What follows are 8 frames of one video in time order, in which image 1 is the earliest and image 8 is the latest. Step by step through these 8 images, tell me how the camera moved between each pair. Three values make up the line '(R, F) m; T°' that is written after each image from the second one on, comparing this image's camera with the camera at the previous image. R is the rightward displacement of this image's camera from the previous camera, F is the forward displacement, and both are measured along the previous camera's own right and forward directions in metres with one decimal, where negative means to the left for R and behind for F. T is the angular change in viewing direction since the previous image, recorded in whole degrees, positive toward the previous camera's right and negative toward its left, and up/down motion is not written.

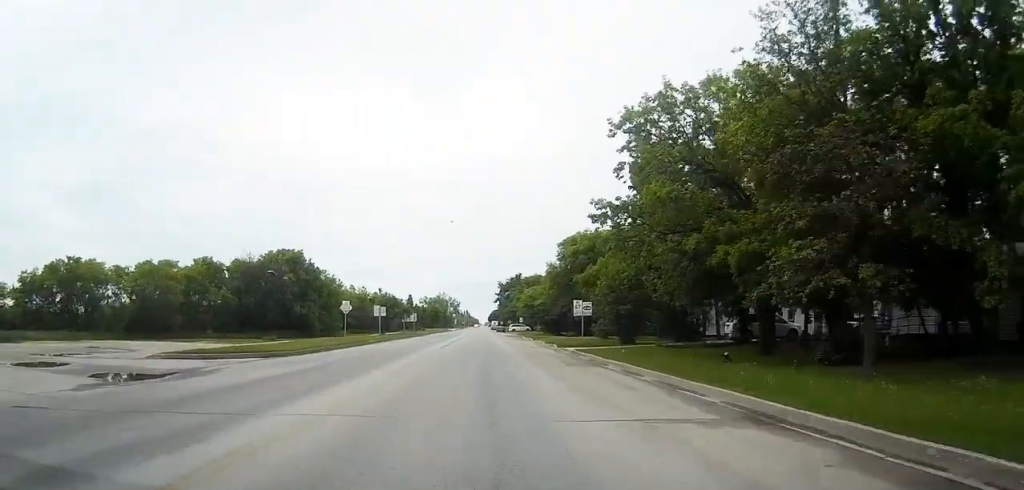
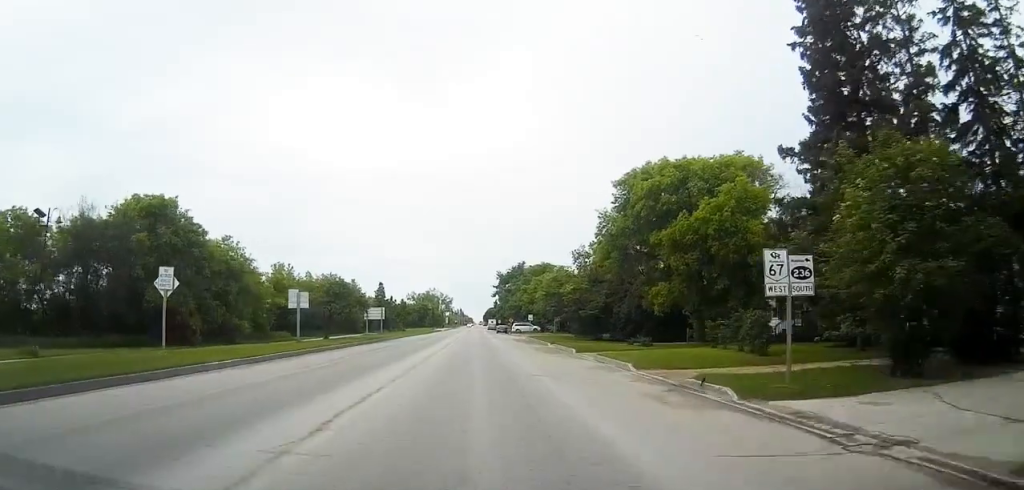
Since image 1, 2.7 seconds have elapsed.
(-0.5, +35.9) m; -1°
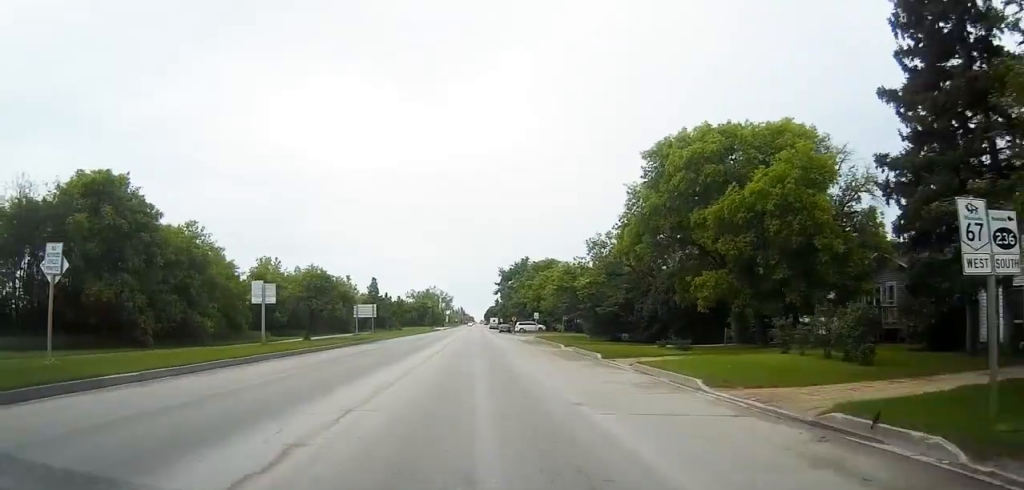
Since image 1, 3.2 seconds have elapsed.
(0.0, +7.9) m; 0°
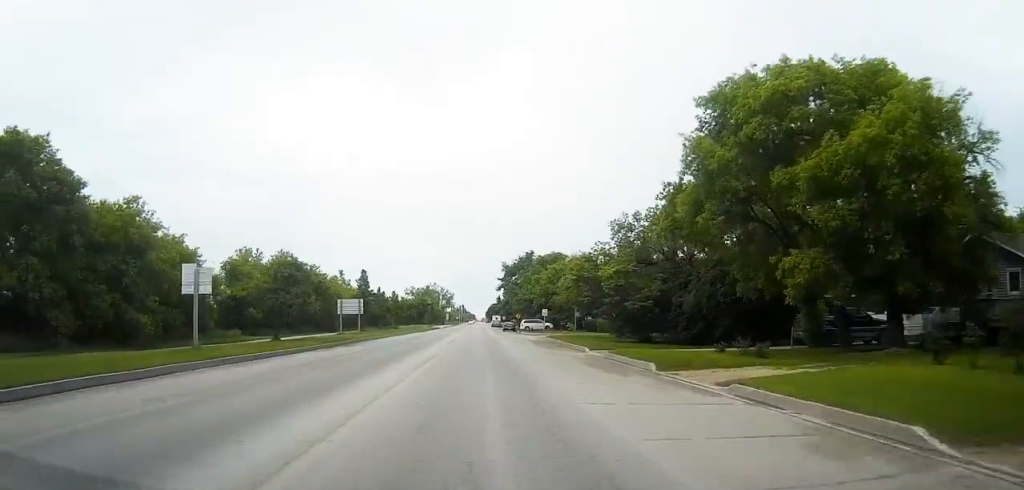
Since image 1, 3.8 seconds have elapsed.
(0.0, +9.5) m; 0°
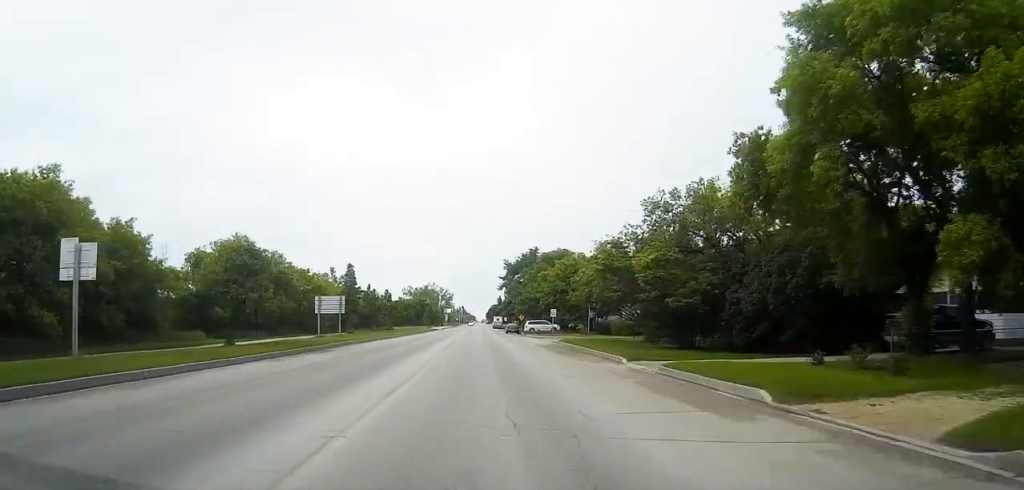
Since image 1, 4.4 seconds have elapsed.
(0.0, +9.3) m; +1°
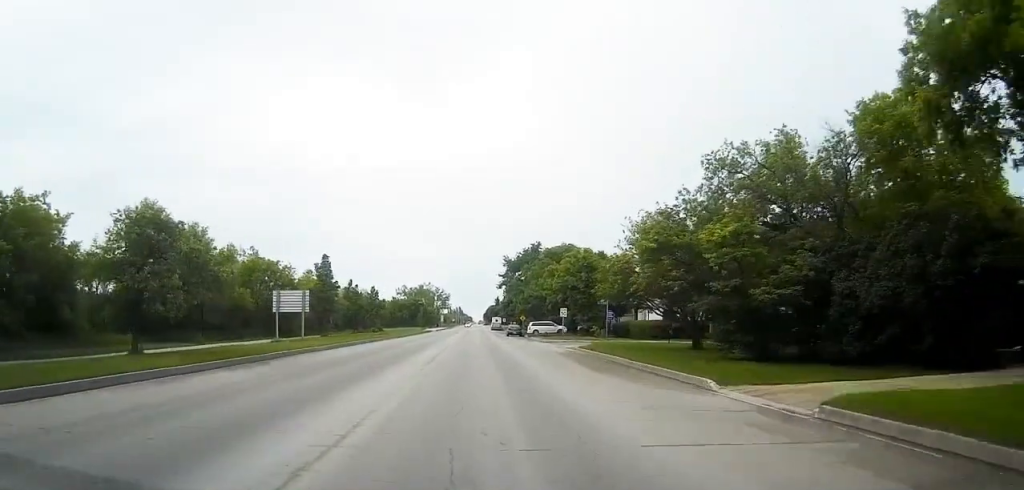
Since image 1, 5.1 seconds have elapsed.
(0.0, +10.9) m; +1°
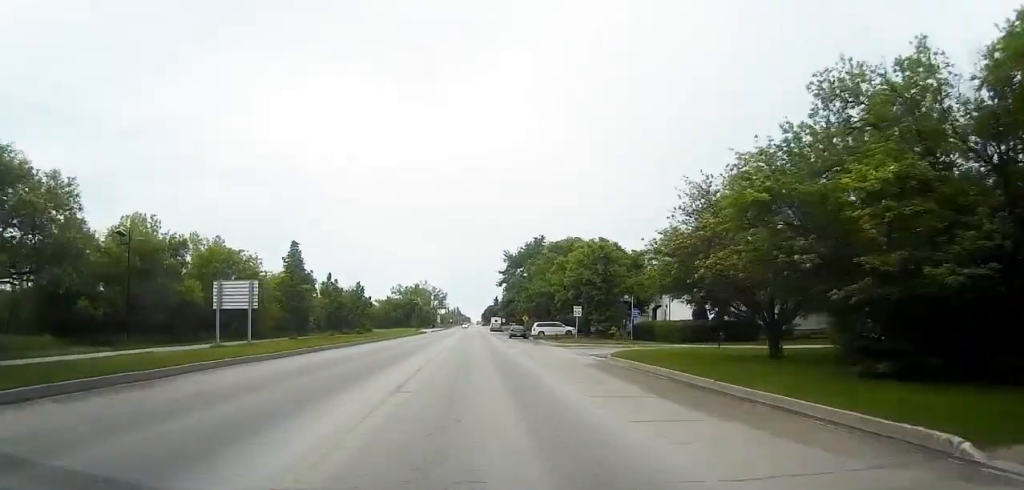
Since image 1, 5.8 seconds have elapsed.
(+0.1, +10.0) m; +1°
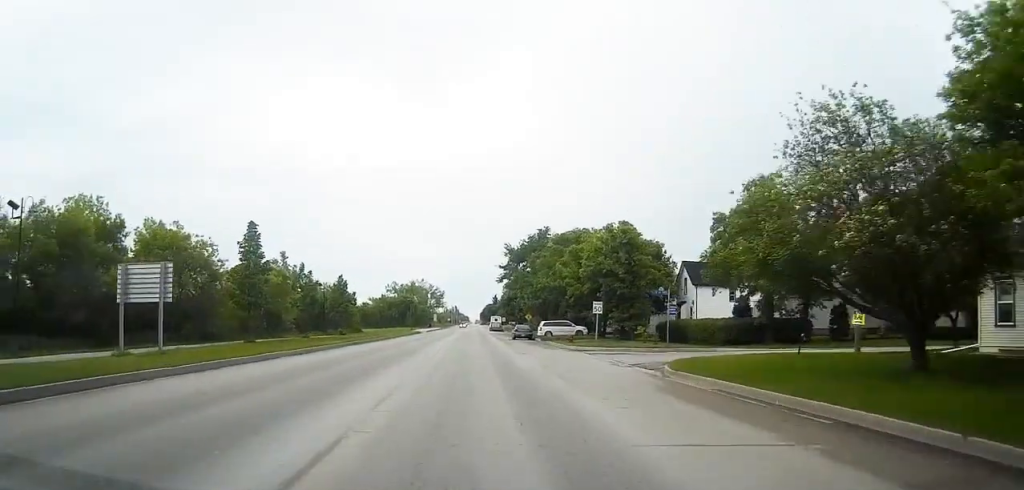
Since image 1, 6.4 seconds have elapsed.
(0.0, +9.7) m; 0°
